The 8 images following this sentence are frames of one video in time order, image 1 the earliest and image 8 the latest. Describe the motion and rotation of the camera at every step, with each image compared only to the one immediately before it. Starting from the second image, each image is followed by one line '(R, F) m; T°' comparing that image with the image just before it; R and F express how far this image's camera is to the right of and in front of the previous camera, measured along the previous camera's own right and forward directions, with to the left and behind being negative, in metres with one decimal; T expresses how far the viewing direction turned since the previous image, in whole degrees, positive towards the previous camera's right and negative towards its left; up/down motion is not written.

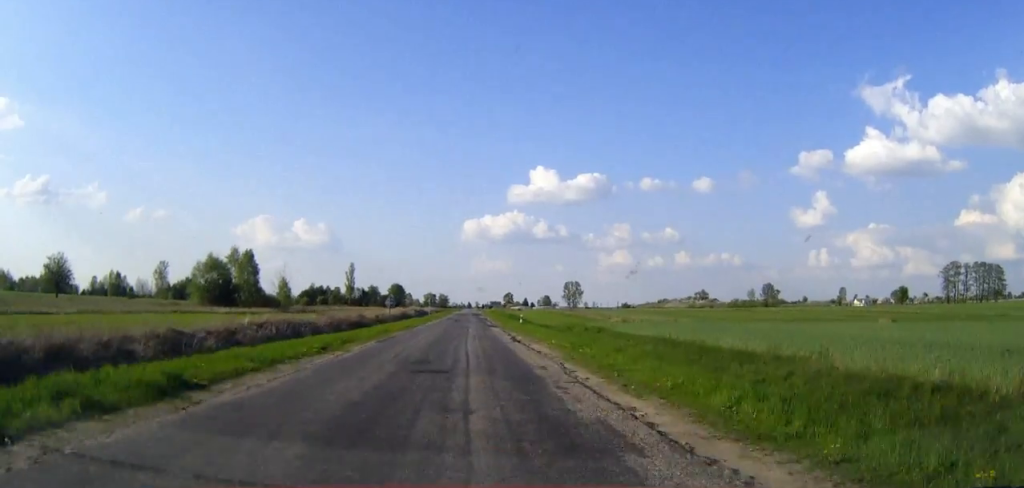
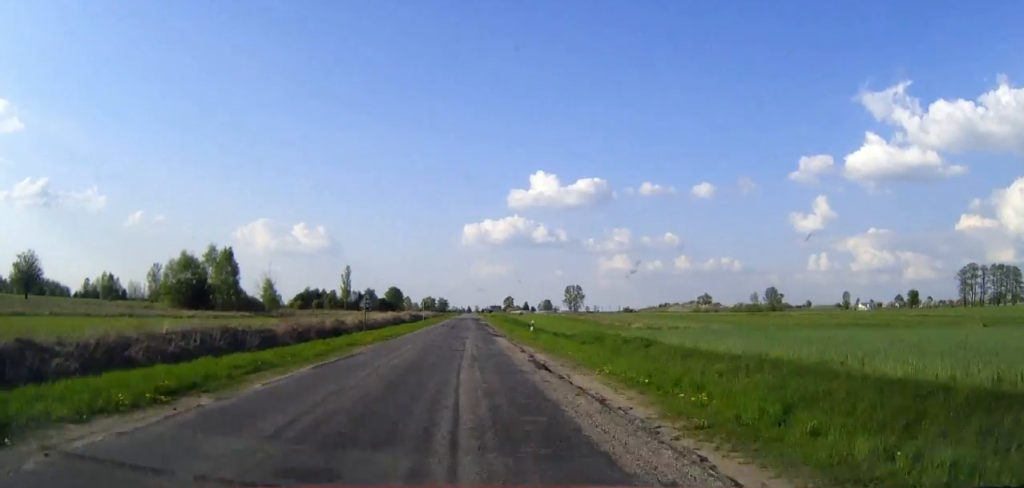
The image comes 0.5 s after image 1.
(0.0, +10.5) m; 0°
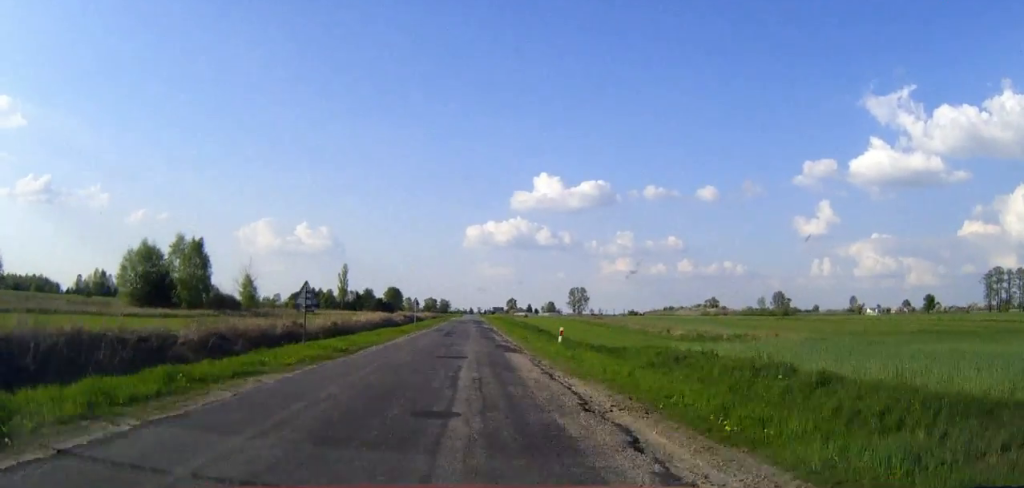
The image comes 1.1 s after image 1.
(0.0, +13.7) m; 0°
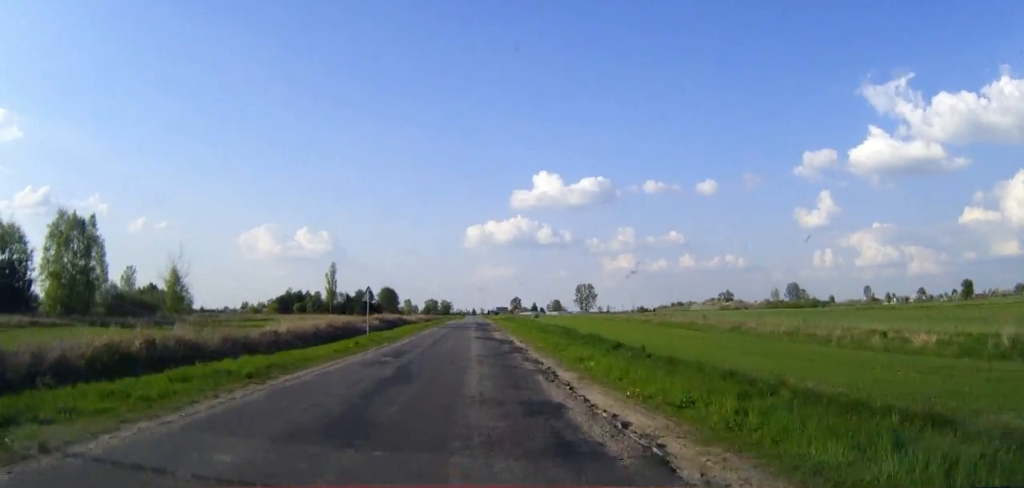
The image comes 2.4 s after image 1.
(0.0, +31.5) m; 0°
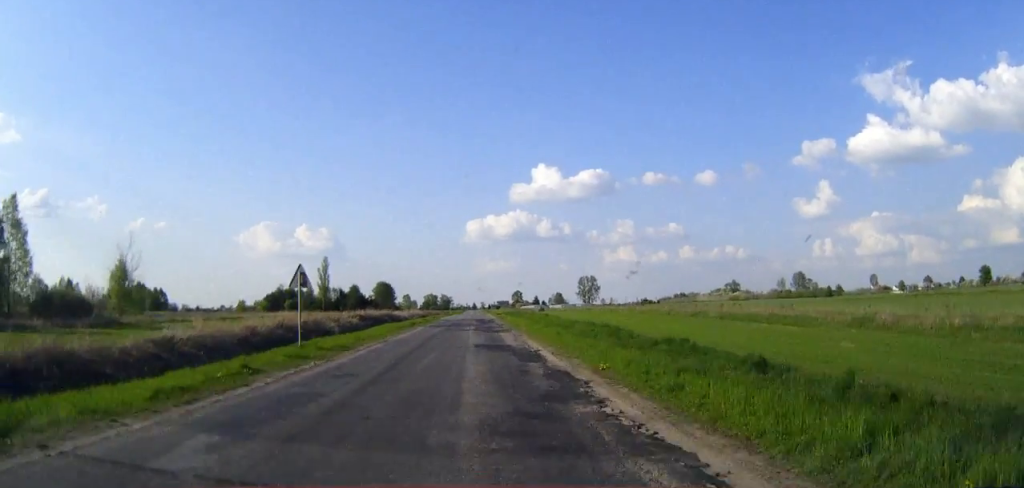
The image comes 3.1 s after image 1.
(0.0, +14.7) m; 0°
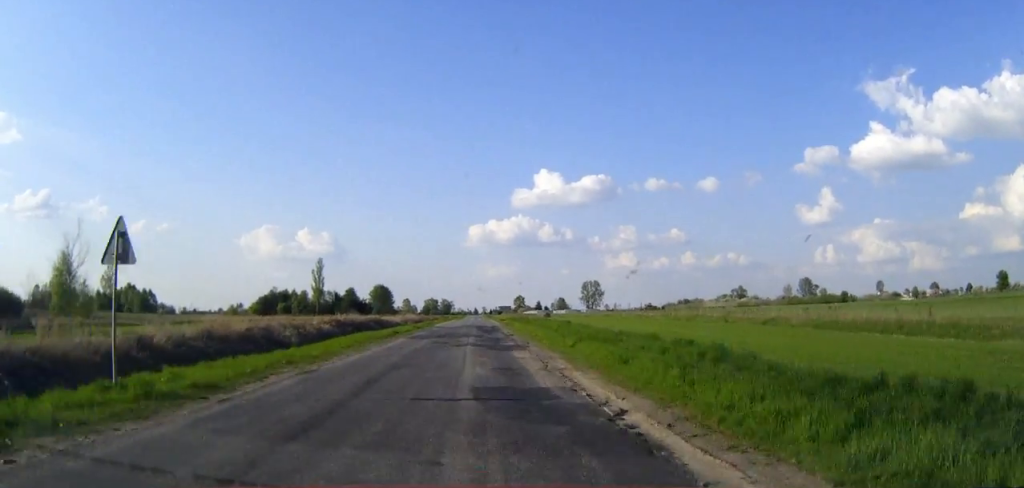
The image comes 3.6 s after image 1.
(0.0, +12.5) m; 0°
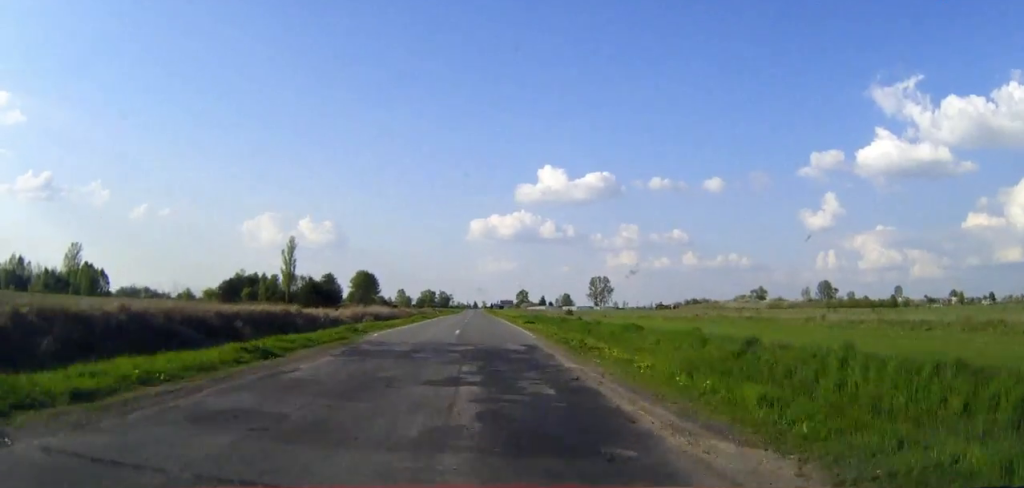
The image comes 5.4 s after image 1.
(0.0, +43.3) m; 0°
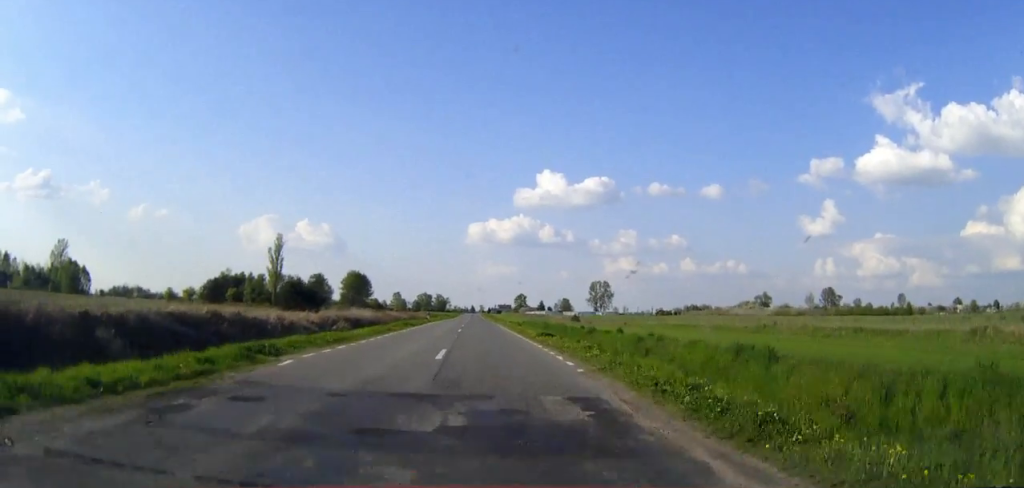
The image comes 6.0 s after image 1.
(0.0, +12.7) m; 0°
